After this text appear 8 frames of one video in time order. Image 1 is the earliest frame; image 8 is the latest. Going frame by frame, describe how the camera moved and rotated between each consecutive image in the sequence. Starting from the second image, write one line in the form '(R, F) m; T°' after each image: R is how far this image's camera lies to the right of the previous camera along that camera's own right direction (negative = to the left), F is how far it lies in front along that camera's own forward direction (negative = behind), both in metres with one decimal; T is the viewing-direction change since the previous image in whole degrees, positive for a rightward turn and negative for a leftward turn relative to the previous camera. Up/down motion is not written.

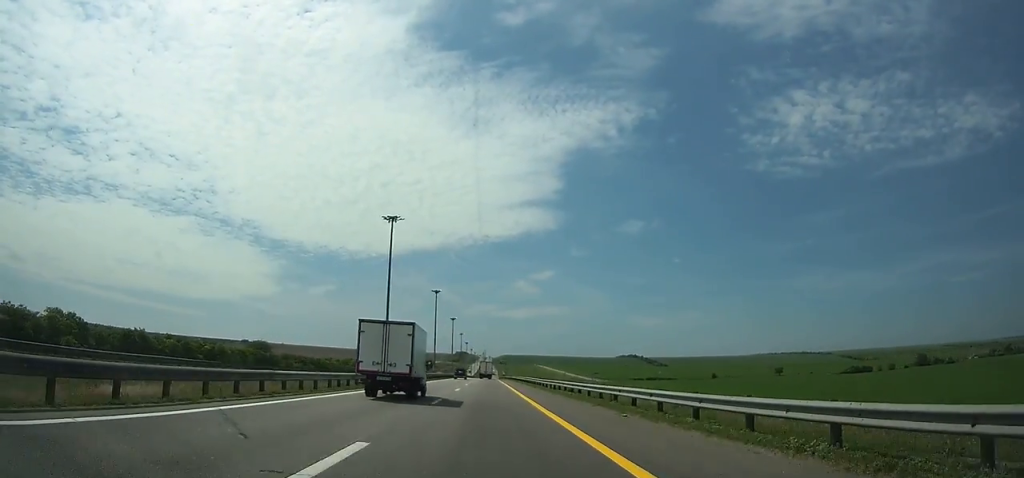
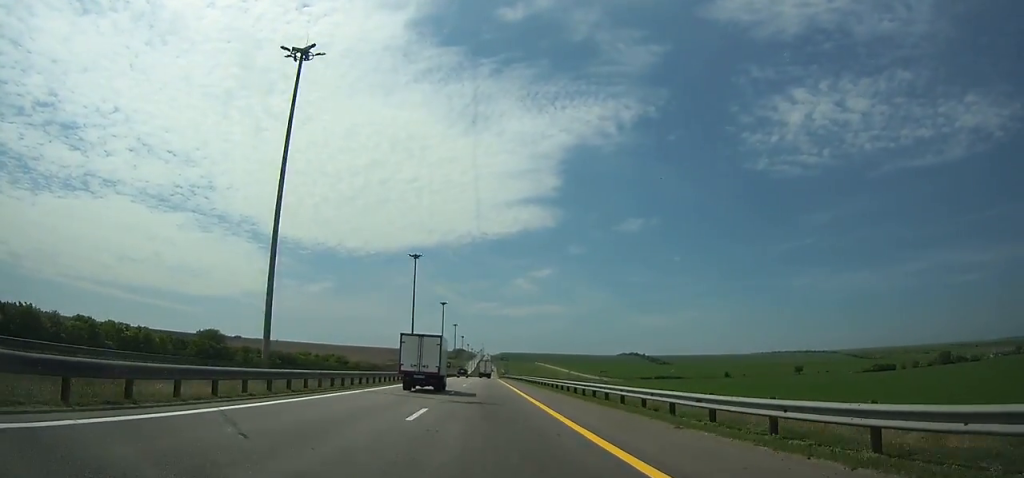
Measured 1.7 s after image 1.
(0.0, +39.3) m; 0°
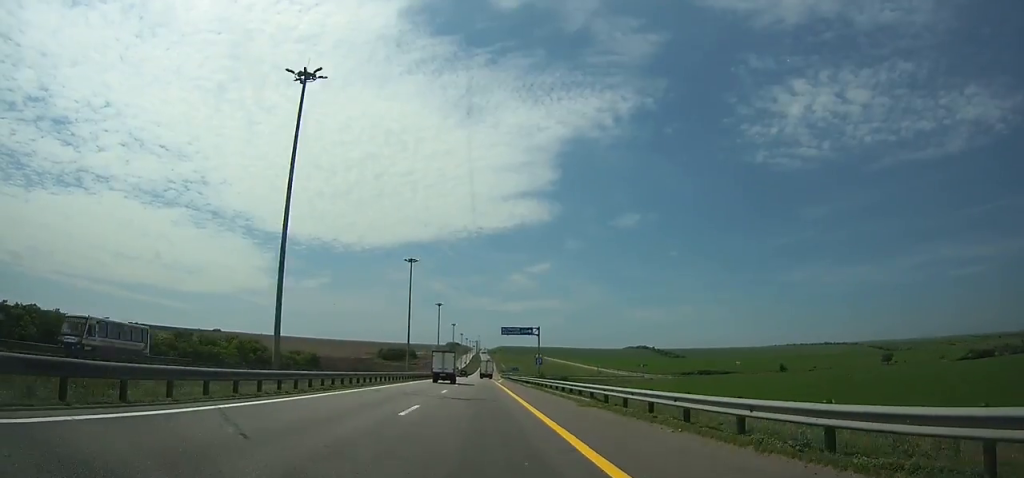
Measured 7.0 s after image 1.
(+0.1, +125.0) m; 0°
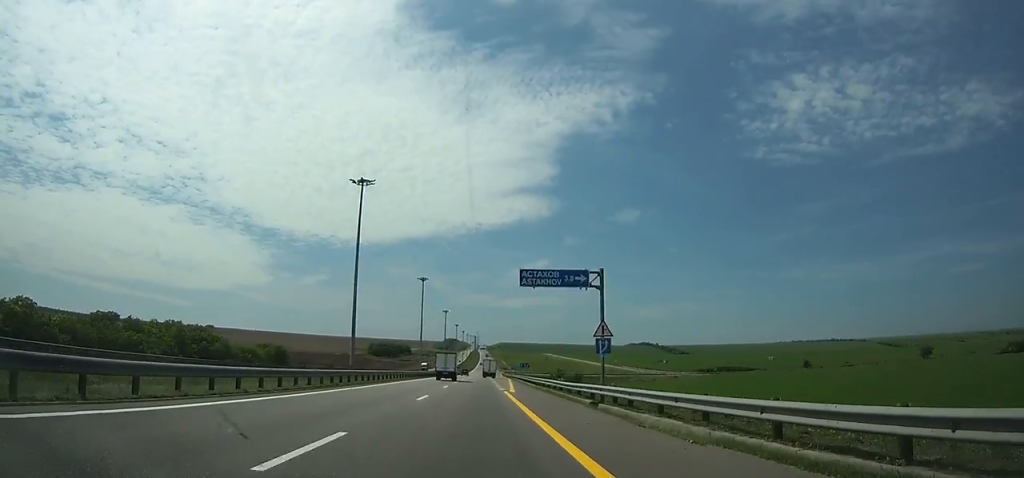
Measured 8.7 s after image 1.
(0.0, +40.8) m; 0°
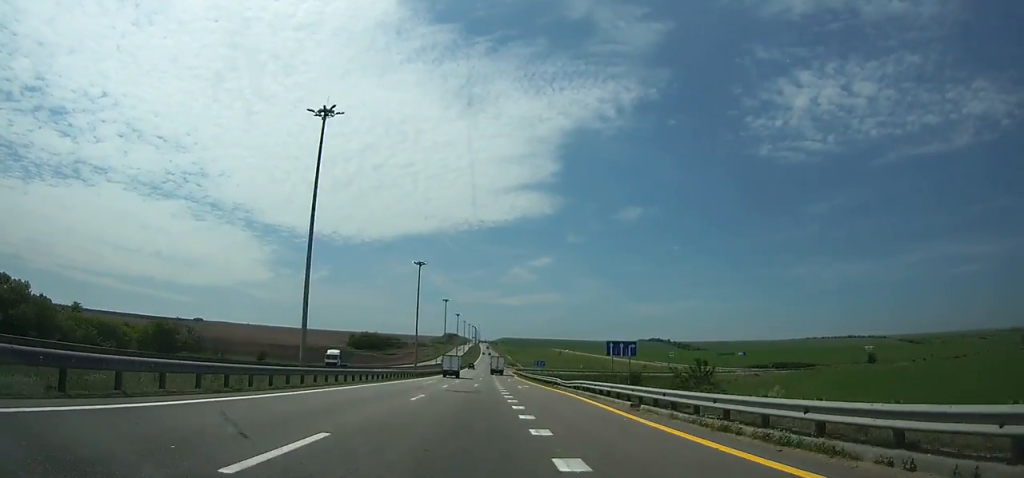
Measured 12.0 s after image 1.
(+0.1, +80.7) m; 0°
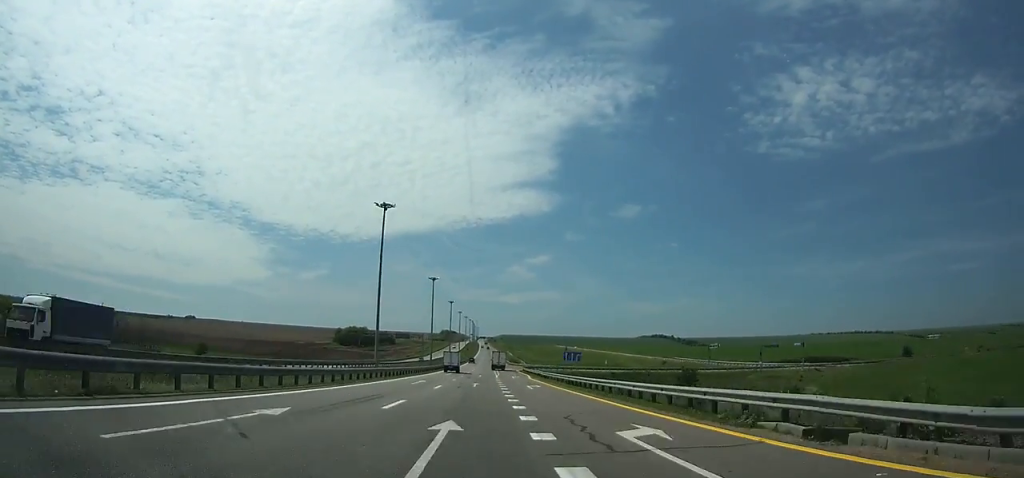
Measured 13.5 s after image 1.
(+0.1, +37.3) m; 0°
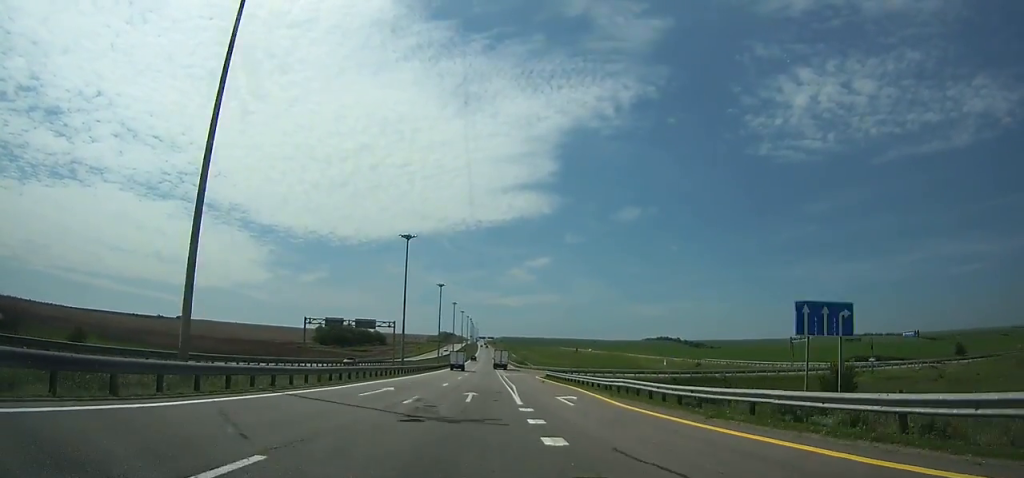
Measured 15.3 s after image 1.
(0.0, +44.9) m; 0°
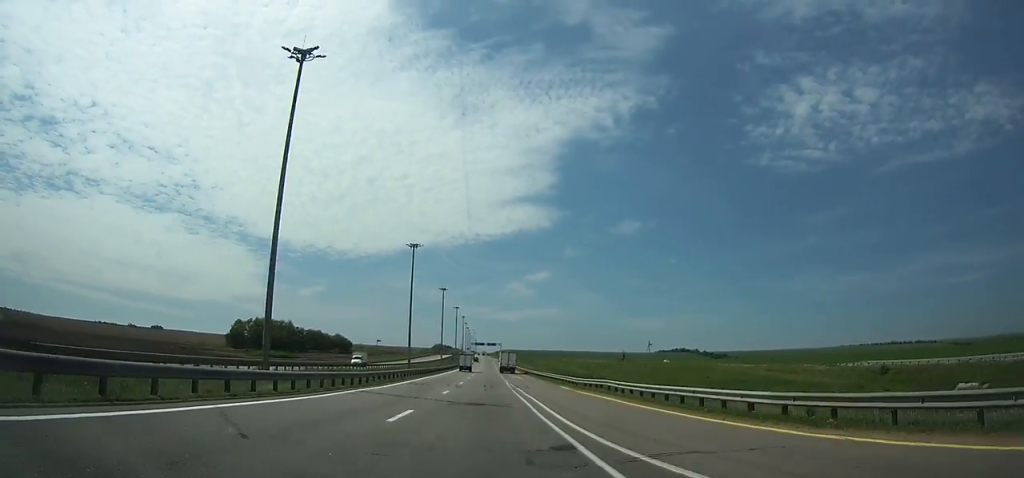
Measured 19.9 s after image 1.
(0.0, +116.5) m; 0°
